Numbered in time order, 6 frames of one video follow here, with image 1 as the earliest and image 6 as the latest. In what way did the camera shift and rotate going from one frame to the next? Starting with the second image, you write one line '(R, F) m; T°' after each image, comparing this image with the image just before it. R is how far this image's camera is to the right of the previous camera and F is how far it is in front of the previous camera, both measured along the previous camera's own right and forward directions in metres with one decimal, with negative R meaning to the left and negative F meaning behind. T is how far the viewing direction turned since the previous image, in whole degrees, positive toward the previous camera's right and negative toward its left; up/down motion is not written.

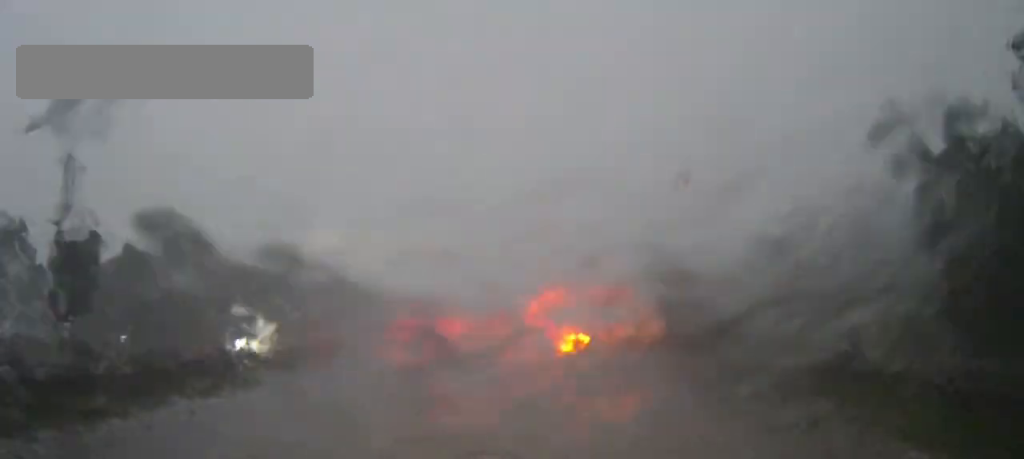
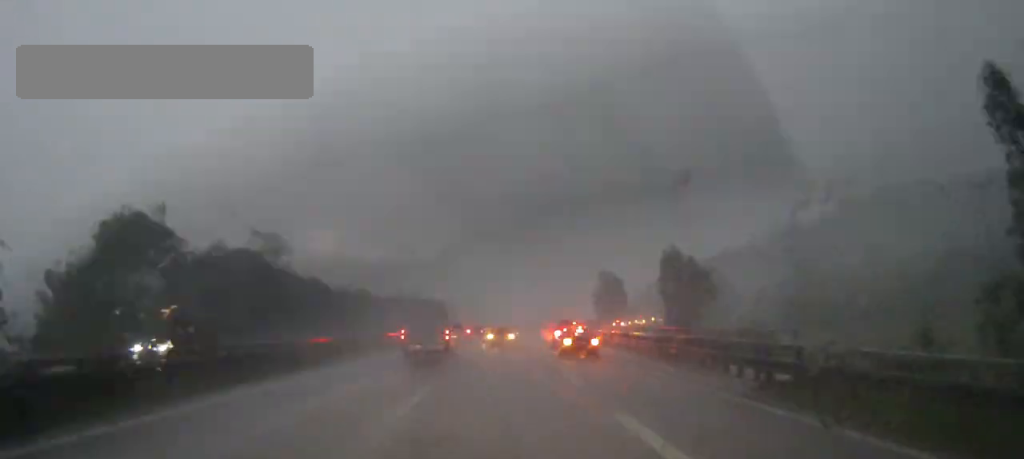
(0.0, +6.1) m; 0°
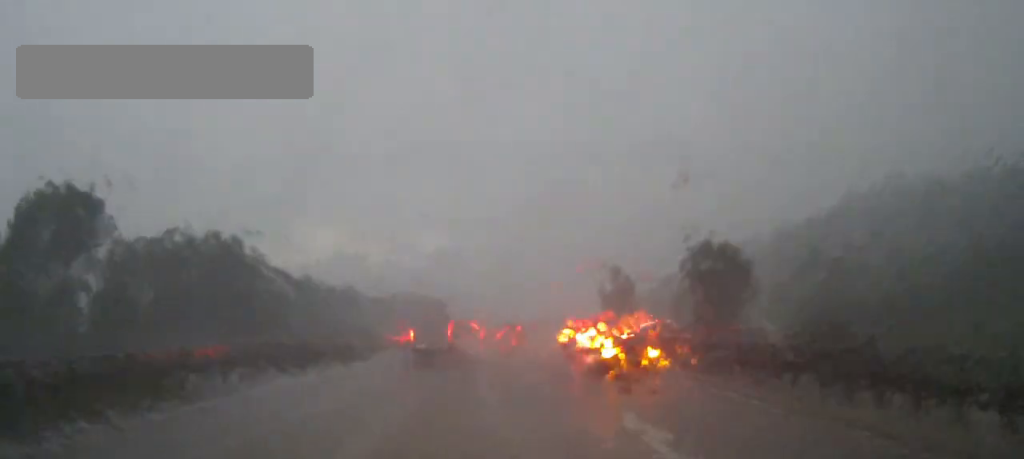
(0.0, +12.8) m; 0°
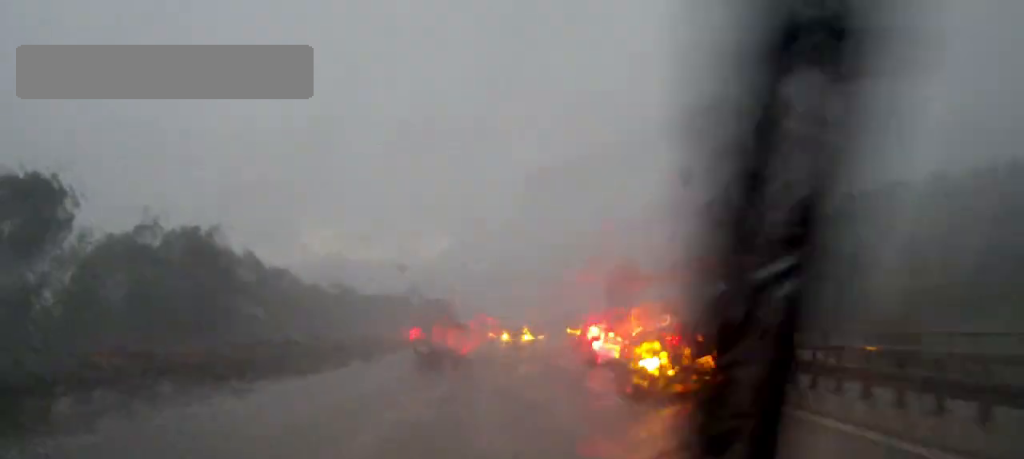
(0.0, +5.8) m; 0°
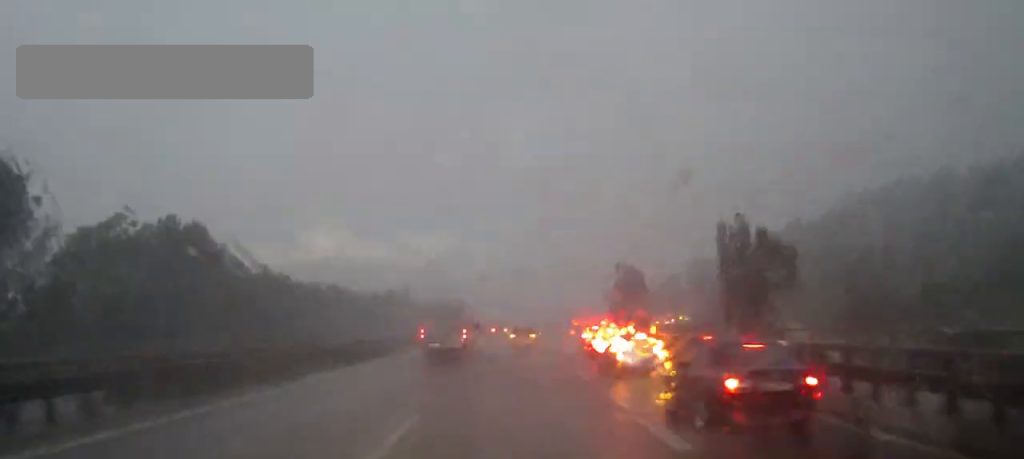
(0.0, +5.3) m; 0°
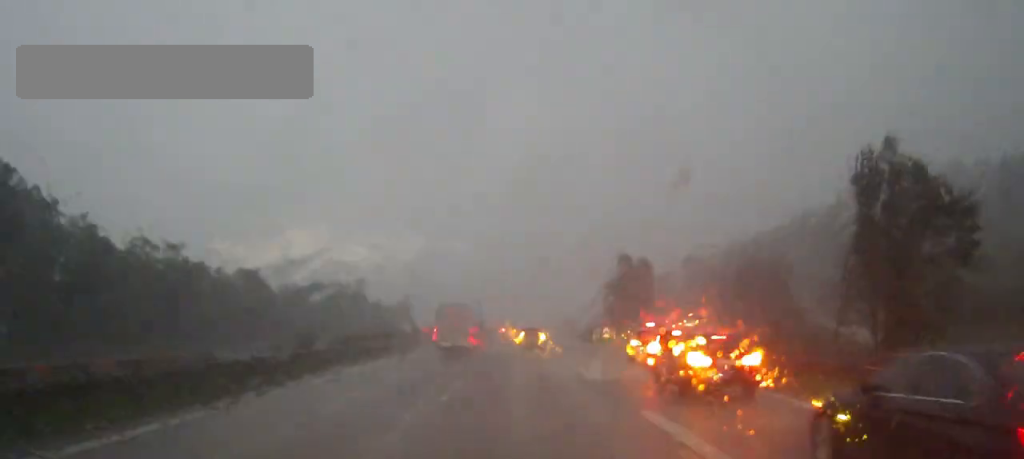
(+0.6, +27.9) m; +2°
